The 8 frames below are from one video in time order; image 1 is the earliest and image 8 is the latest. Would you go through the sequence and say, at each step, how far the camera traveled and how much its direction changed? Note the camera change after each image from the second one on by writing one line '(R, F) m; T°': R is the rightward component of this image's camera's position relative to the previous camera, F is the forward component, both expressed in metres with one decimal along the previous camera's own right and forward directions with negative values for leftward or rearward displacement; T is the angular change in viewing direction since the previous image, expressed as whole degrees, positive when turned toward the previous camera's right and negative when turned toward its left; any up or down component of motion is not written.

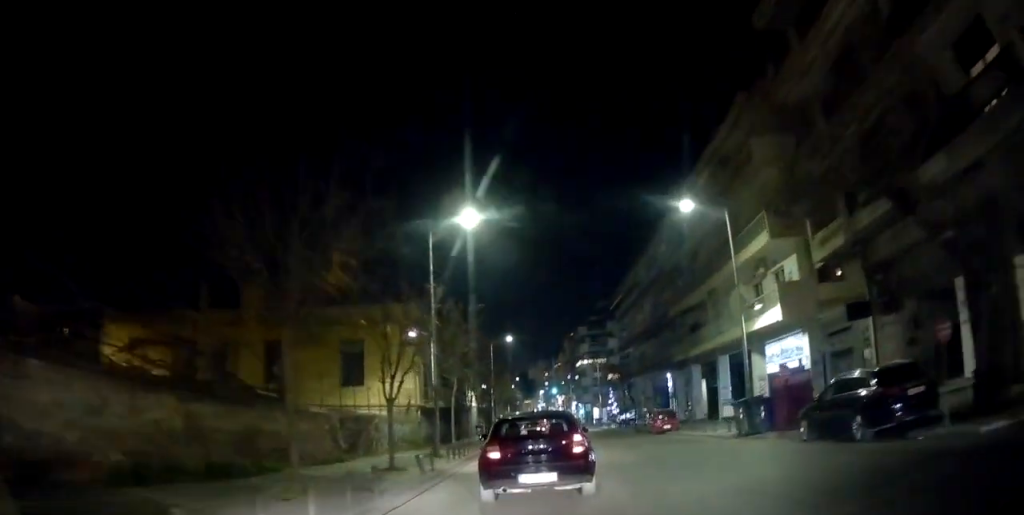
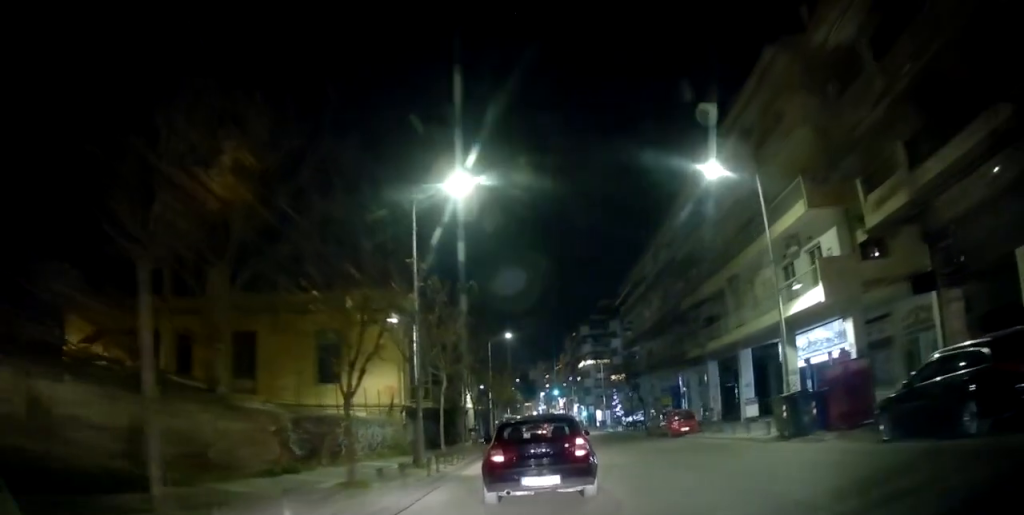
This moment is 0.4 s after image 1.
(-0.1, +3.4) m; -1°
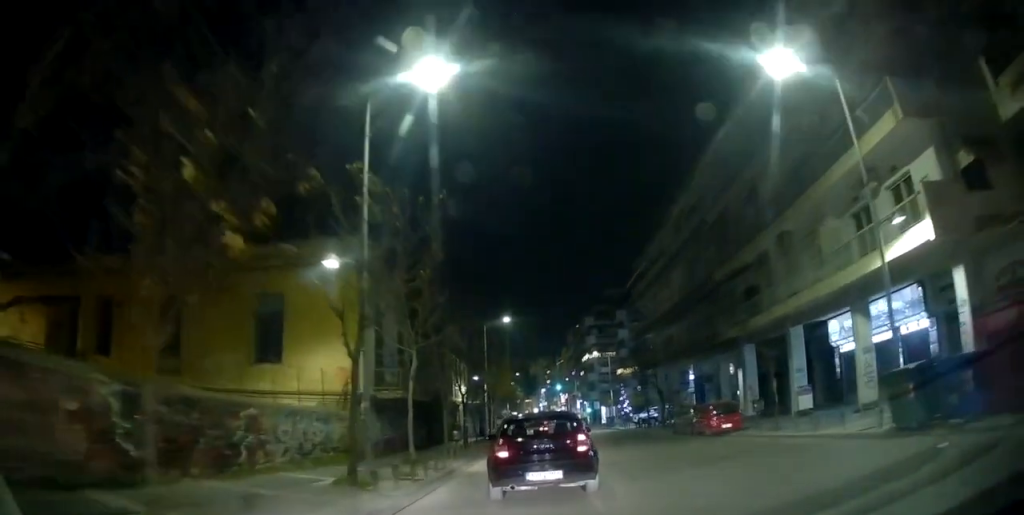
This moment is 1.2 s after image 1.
(-0.2, +6.0) m; -2°
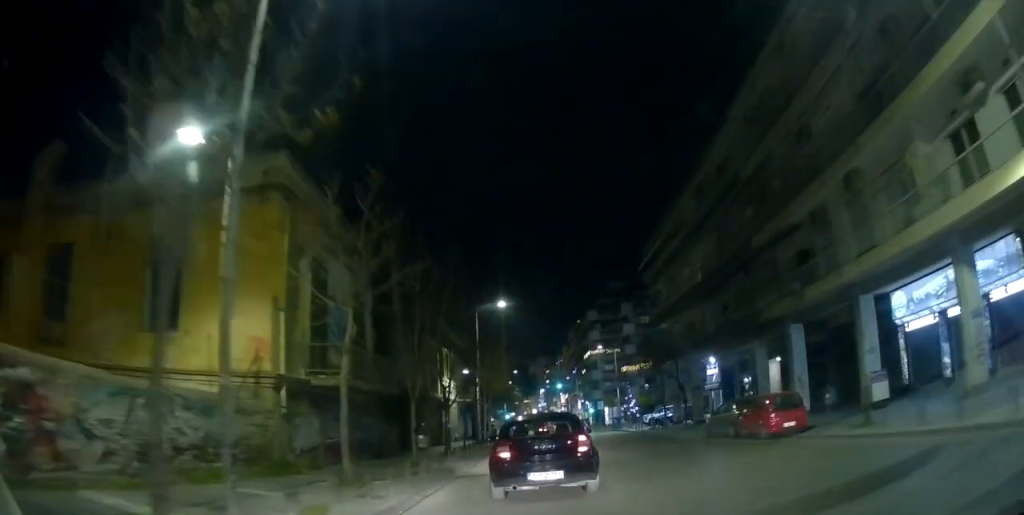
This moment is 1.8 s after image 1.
(0.0, +5.5) m; +2°
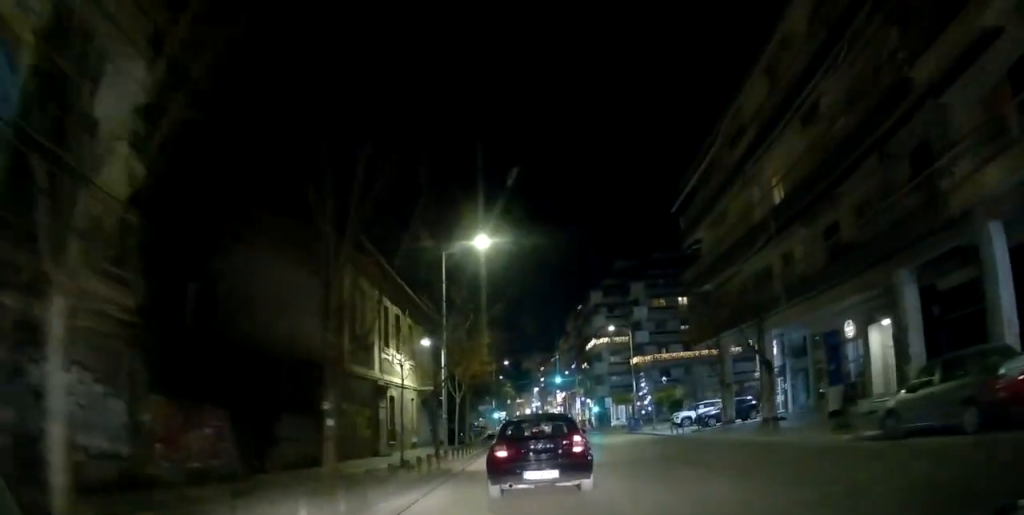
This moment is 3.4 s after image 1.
(+0.7, +11.7) m; +7°
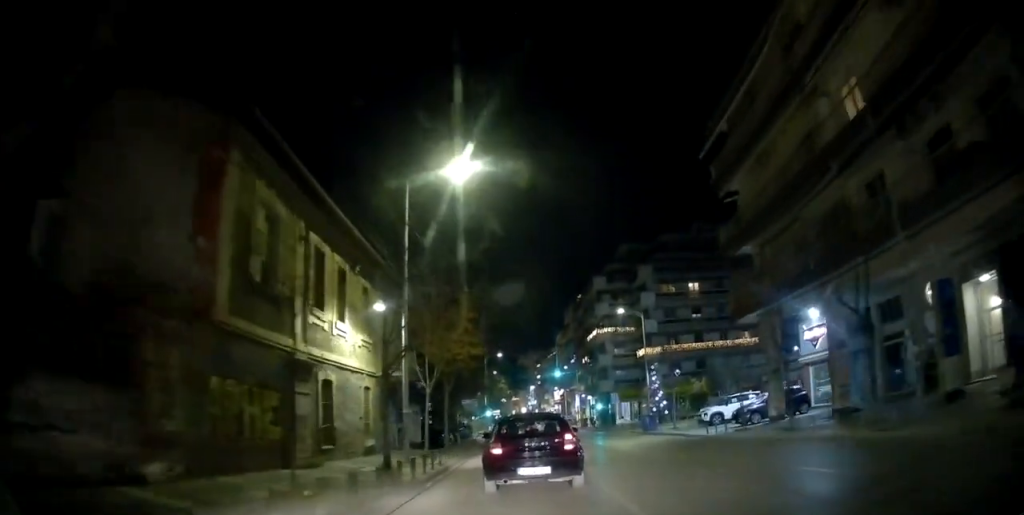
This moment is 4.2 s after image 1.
(+0.3, +6.7) m; 0°
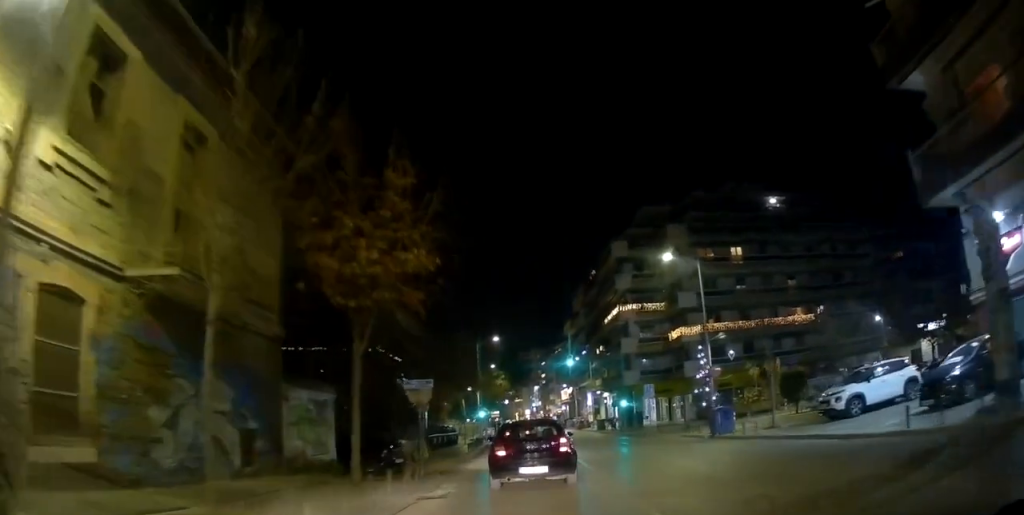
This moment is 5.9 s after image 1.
(-0.1, +13.7) m; 0°
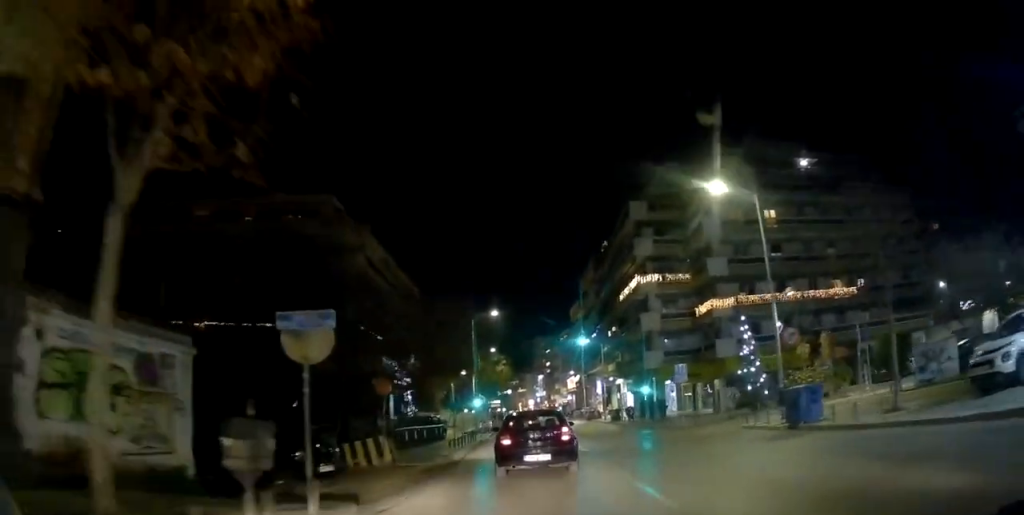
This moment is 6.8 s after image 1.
(-0.2, +7.3) m; -2°
